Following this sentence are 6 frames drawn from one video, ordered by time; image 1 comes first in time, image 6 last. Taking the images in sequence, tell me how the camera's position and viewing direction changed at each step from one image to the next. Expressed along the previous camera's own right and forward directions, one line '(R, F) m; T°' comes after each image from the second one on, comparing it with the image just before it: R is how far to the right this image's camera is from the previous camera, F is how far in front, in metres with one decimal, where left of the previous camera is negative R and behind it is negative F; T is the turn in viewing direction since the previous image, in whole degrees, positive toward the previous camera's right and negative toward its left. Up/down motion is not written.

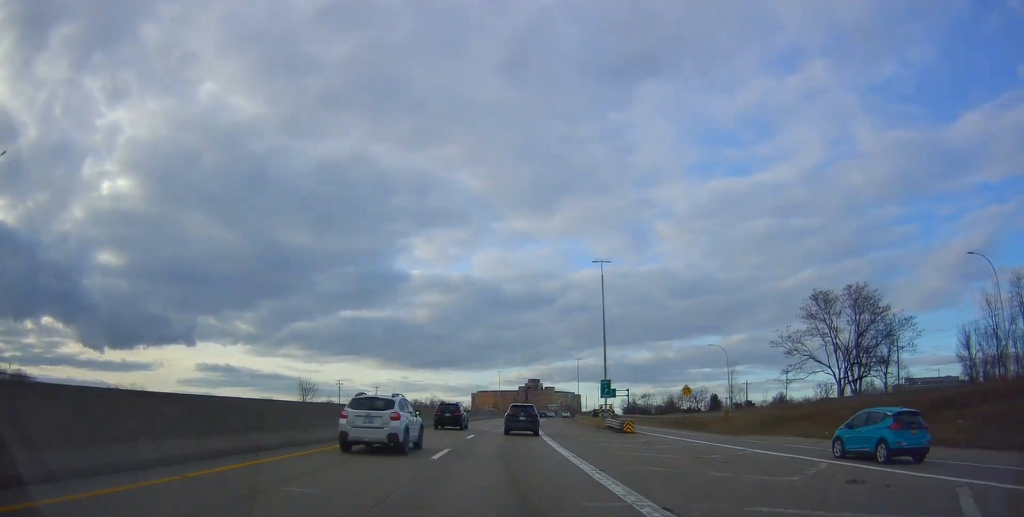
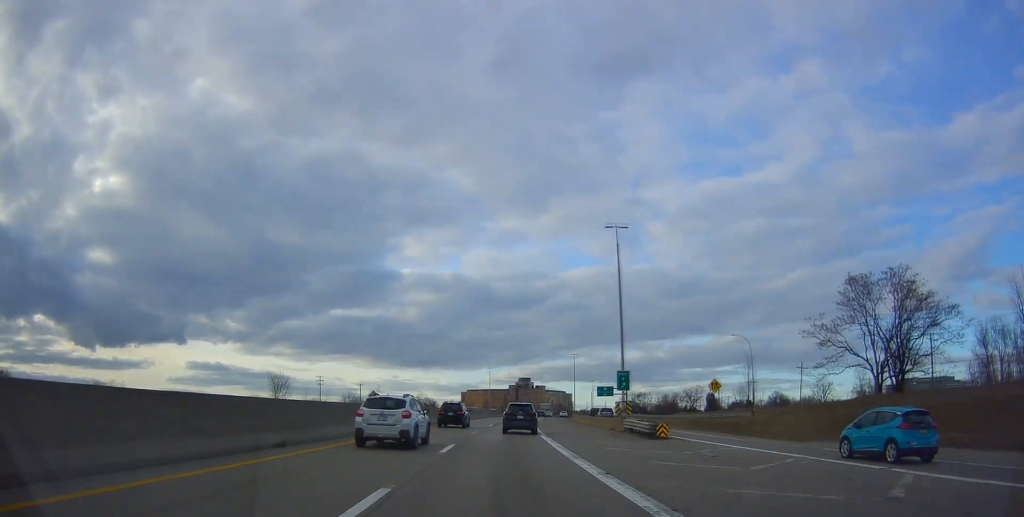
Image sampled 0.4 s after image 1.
(-0.3, +10.2) m; +1°
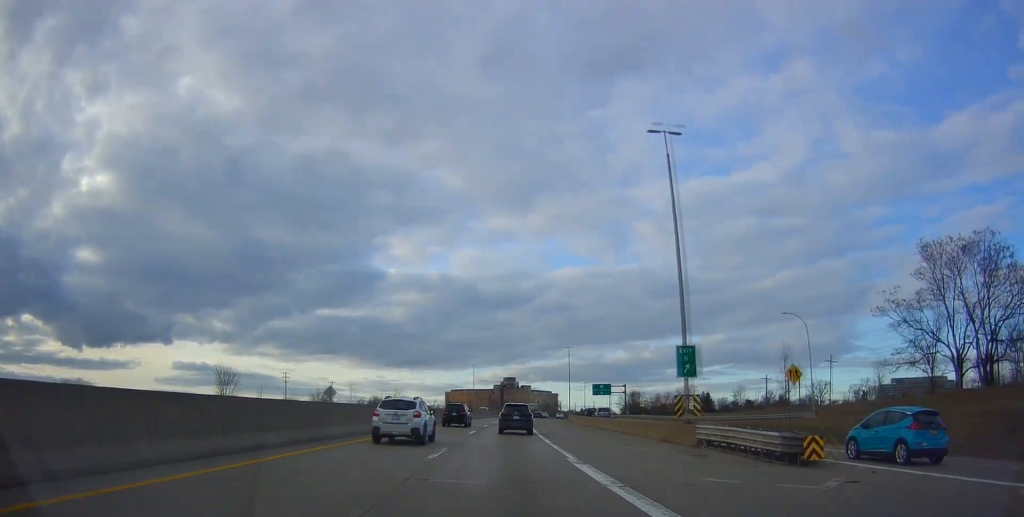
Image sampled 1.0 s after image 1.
(+0.7, +16.1) m; +2°
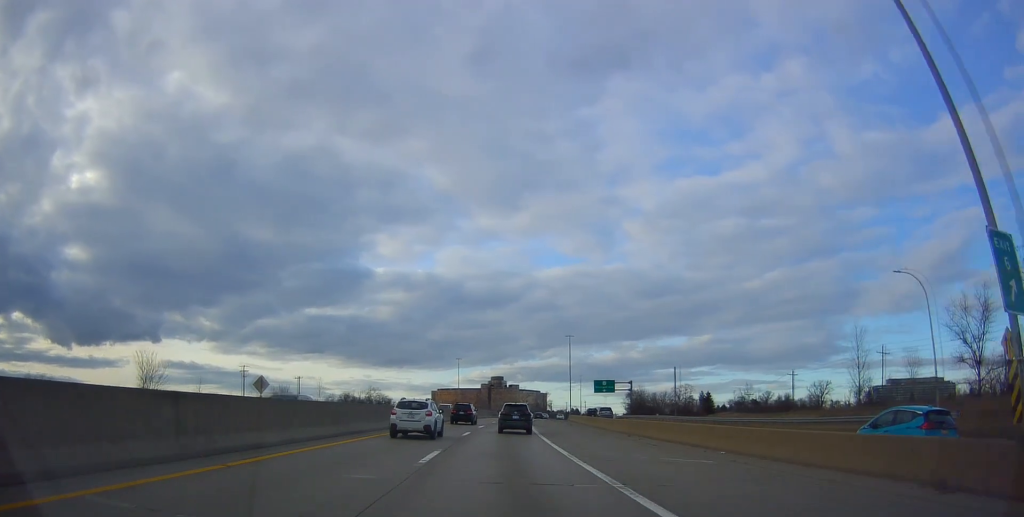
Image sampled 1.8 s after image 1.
(+0.5, +18.7) m; +2°
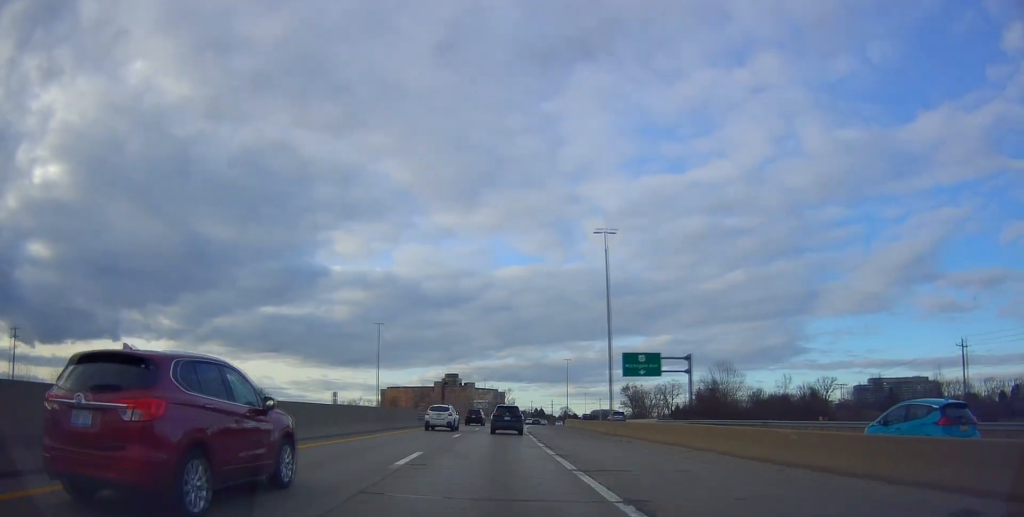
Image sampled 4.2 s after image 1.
(+2.5, +61.1) m; +4°
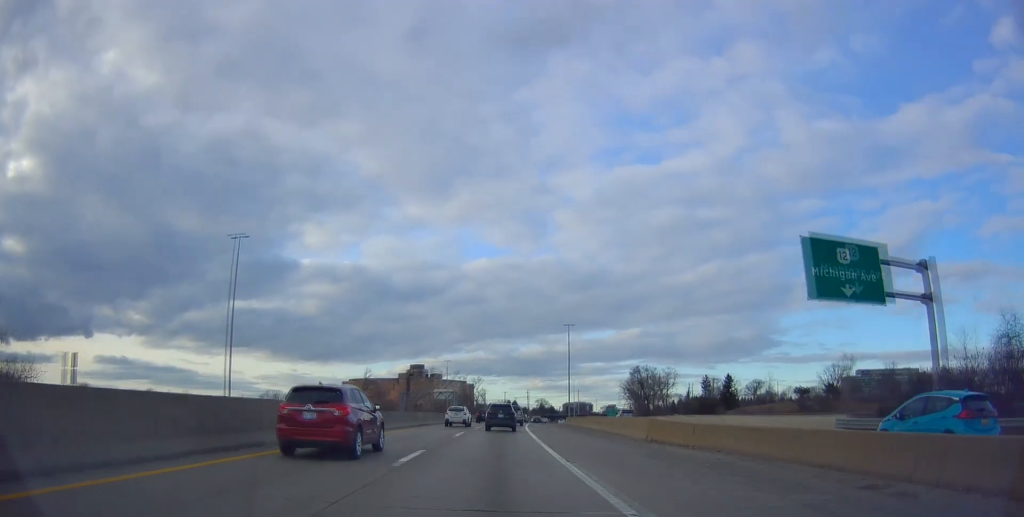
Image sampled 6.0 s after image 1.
(+0.3, +45.6) m; +1°
